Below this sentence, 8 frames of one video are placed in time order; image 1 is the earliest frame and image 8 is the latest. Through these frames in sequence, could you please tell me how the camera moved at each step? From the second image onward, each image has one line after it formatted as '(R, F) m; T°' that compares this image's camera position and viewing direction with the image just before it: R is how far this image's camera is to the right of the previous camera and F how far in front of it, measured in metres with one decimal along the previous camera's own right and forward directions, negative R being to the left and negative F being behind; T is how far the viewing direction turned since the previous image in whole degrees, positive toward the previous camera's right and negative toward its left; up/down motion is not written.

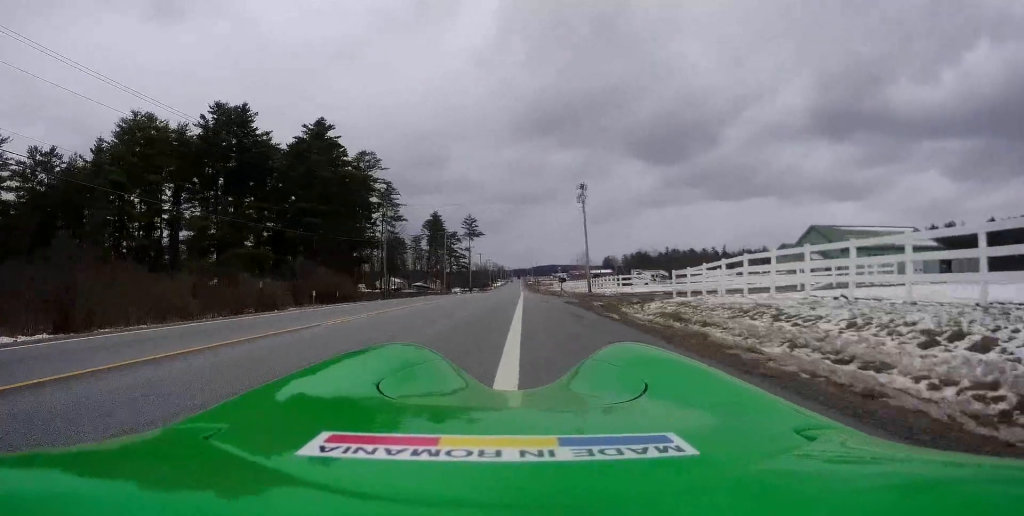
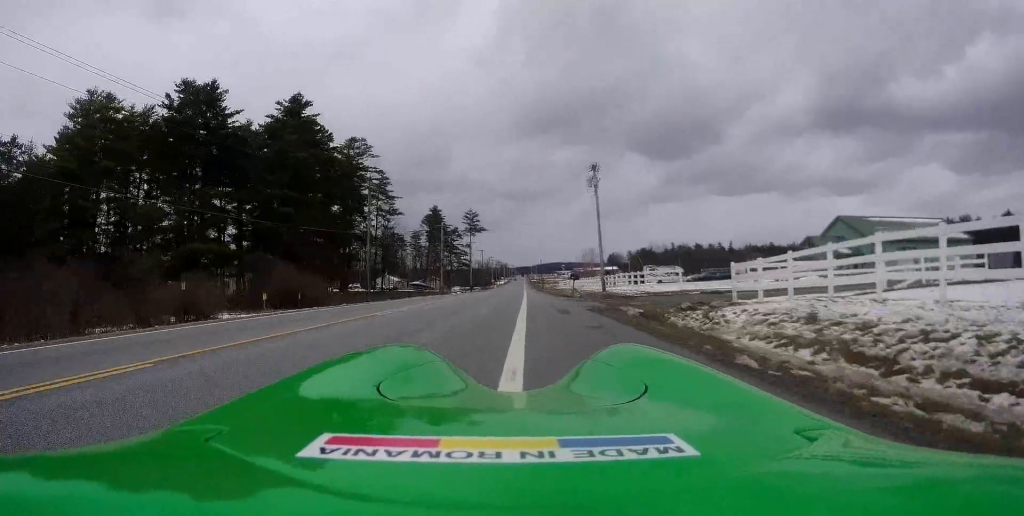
(+0.1, +8.5) m; -1°
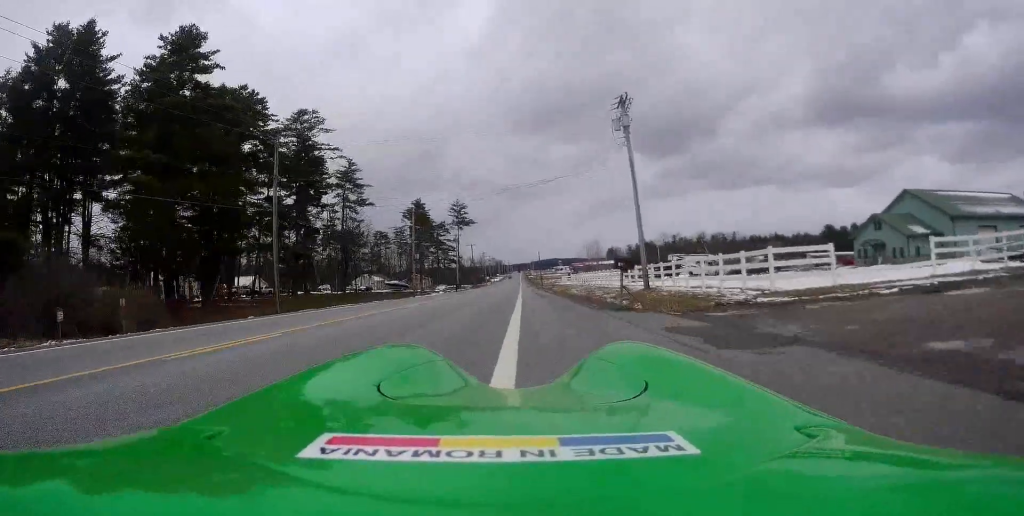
(-0.1, +20.6) m; +1°
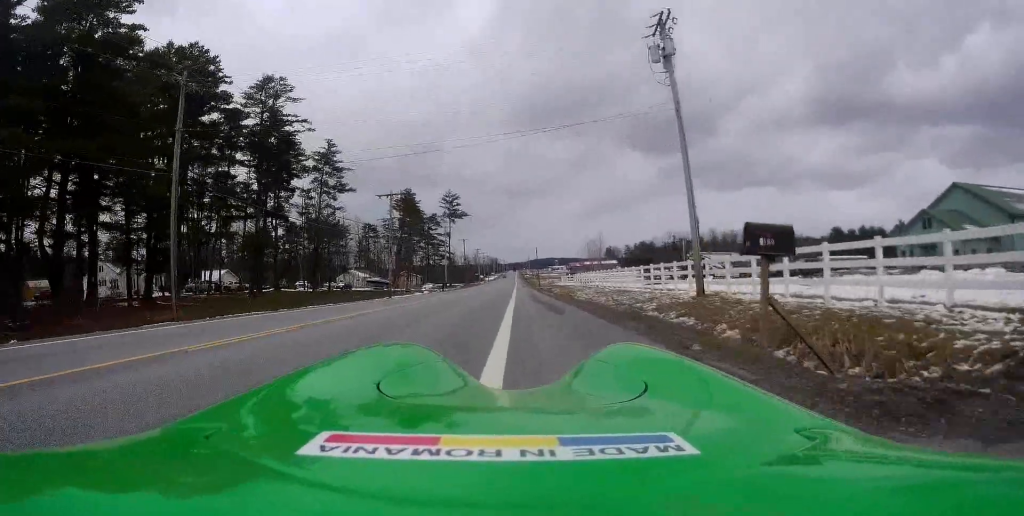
(+0.5, +11.3) m; -1°
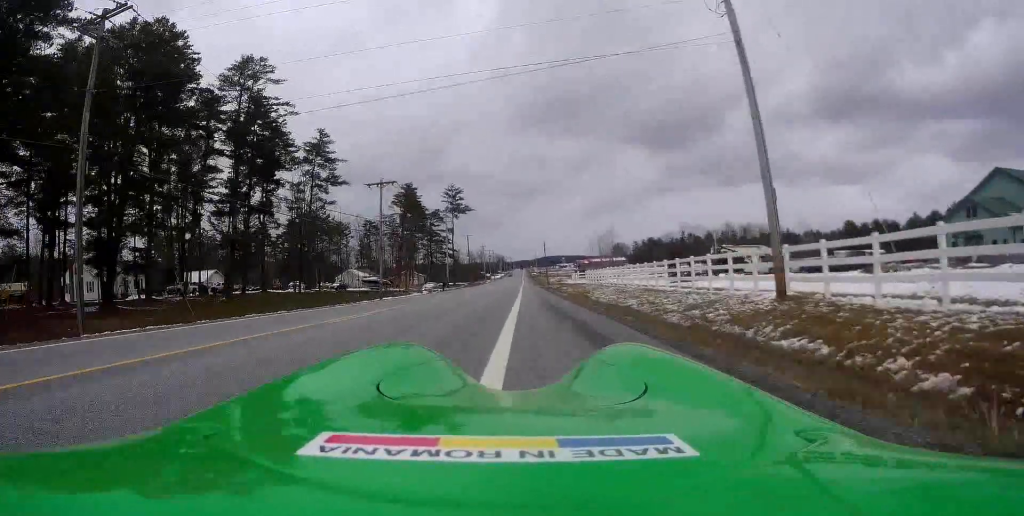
(-0.4, +6.7) m; -1°
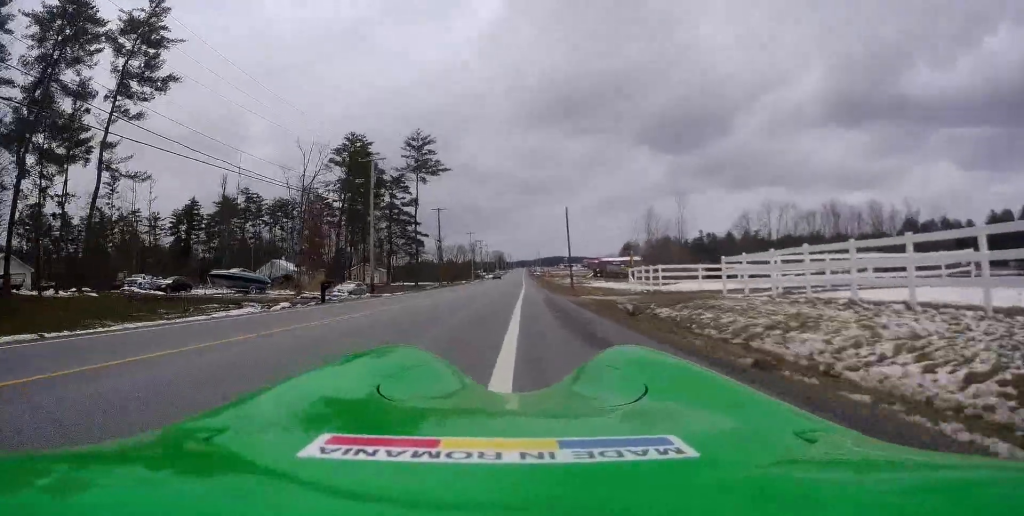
(0.0, +49.9) m; +1°
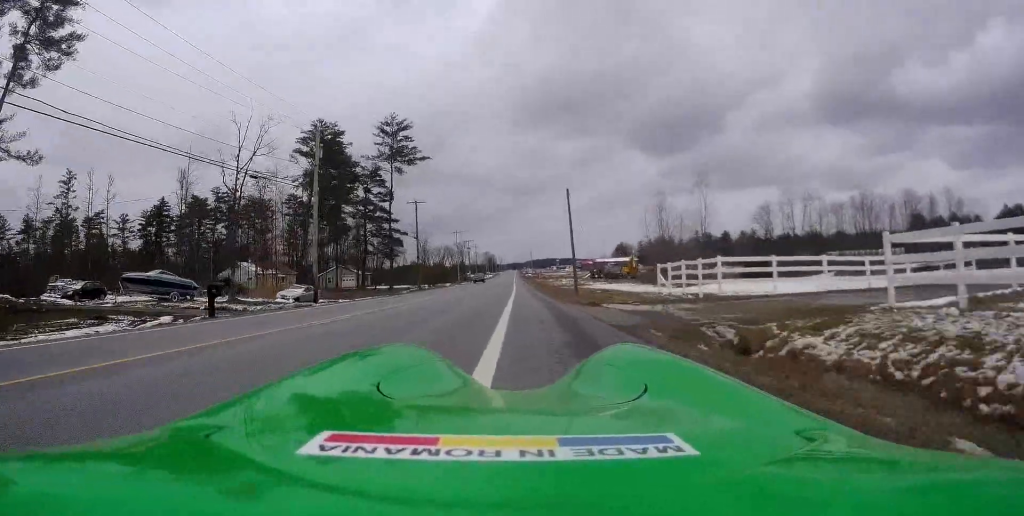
(+0.2, +11.8) m; +1°
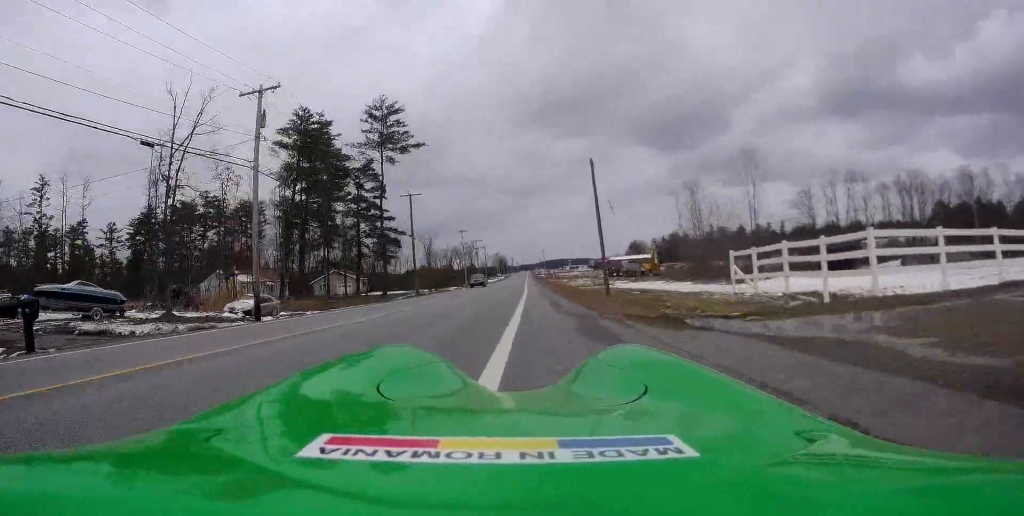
(+0.3, +9.8) m; -1°
